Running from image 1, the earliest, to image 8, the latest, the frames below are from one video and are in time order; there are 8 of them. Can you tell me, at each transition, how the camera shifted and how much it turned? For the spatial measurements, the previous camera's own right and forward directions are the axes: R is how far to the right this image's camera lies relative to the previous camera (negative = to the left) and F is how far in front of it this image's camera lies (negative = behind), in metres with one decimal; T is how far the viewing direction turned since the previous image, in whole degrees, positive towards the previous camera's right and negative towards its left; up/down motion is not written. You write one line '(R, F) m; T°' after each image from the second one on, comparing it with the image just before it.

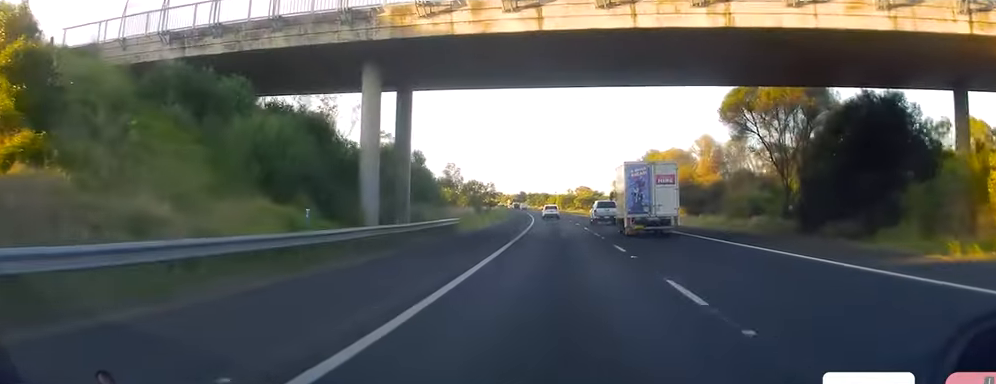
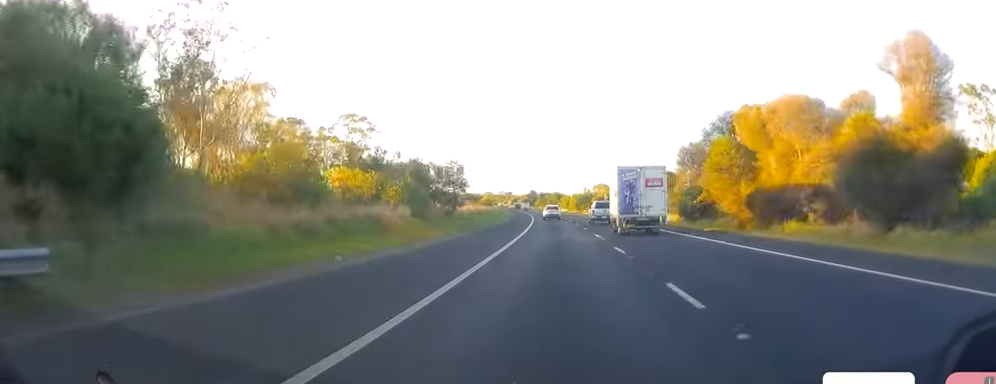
(-0.9, +35.9) m; -1°
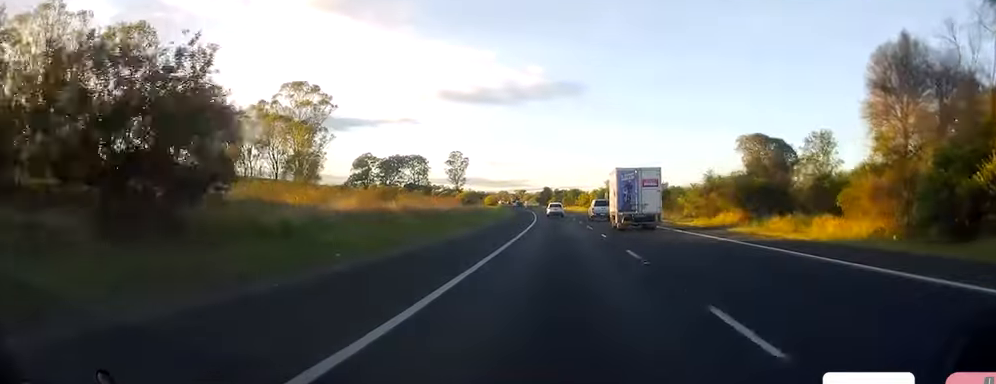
(+0.2, +38.8) m; -1°
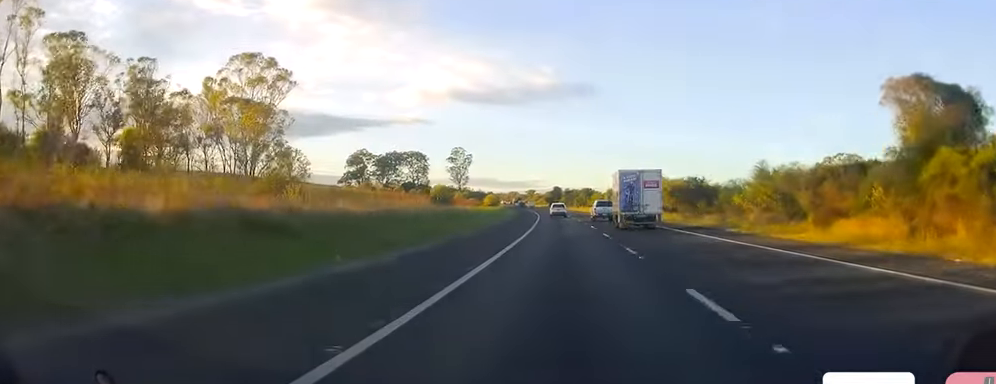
(-0.4, +21.7) m; -1°
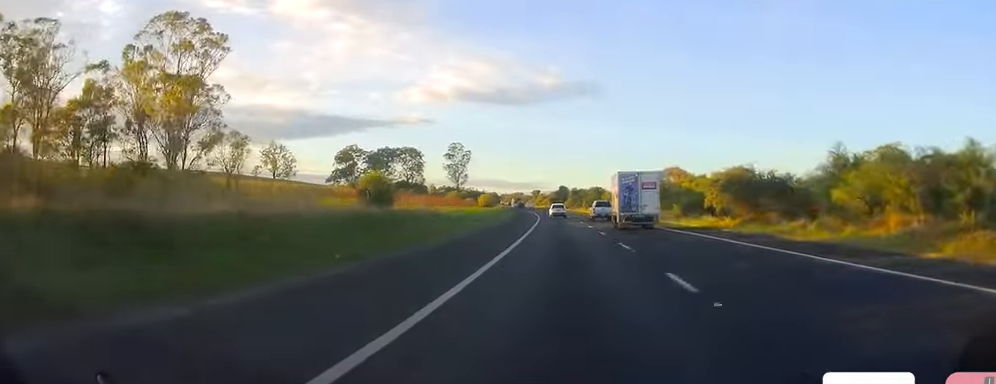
(0.0, +20.8) m; 0°
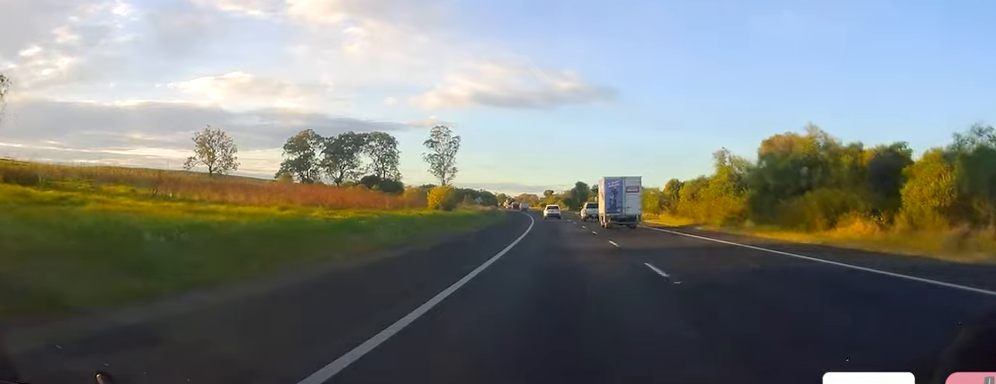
(-1.8, +56.6) m; -4°
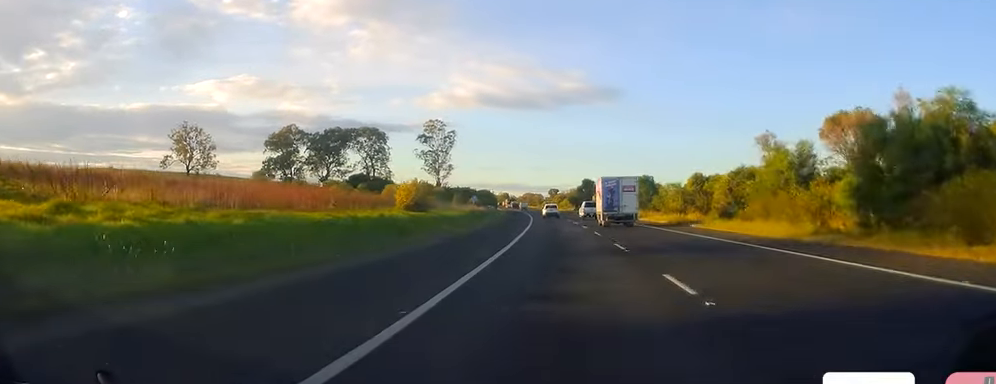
(0.0, +15.1) m; 0°
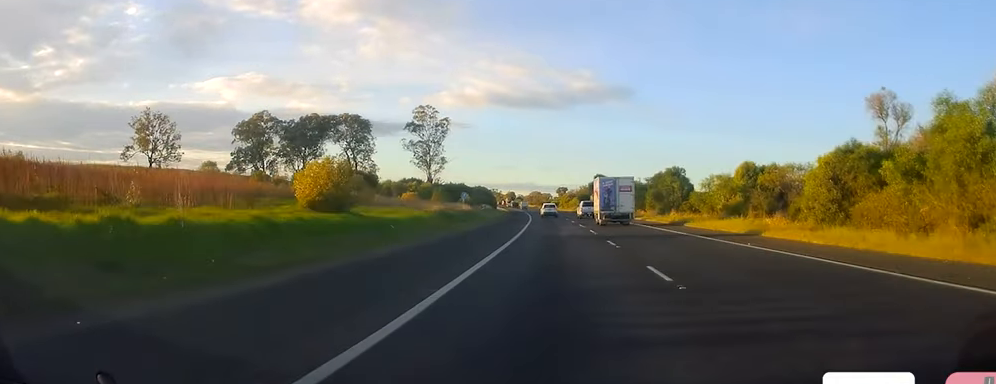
(+0.1, +21.7) m; 0°
